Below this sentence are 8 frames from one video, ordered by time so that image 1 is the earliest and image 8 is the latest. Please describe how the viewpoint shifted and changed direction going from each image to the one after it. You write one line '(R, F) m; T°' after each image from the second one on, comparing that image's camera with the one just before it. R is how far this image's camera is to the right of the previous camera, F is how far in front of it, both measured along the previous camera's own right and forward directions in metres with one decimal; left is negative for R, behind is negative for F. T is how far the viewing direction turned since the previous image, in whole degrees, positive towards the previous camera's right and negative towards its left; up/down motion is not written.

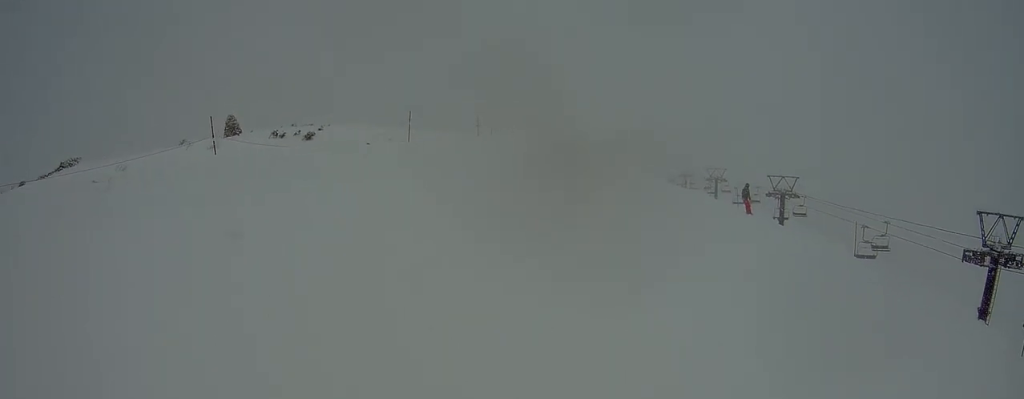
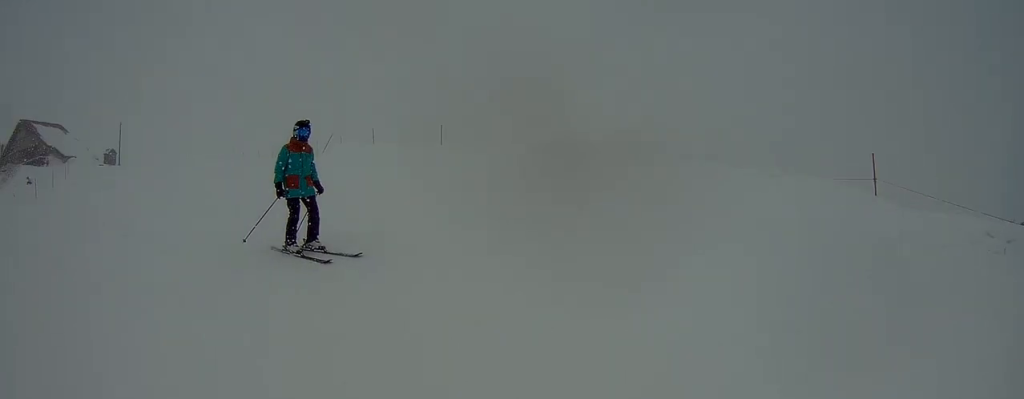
(0.0, +3.3) m; -12°
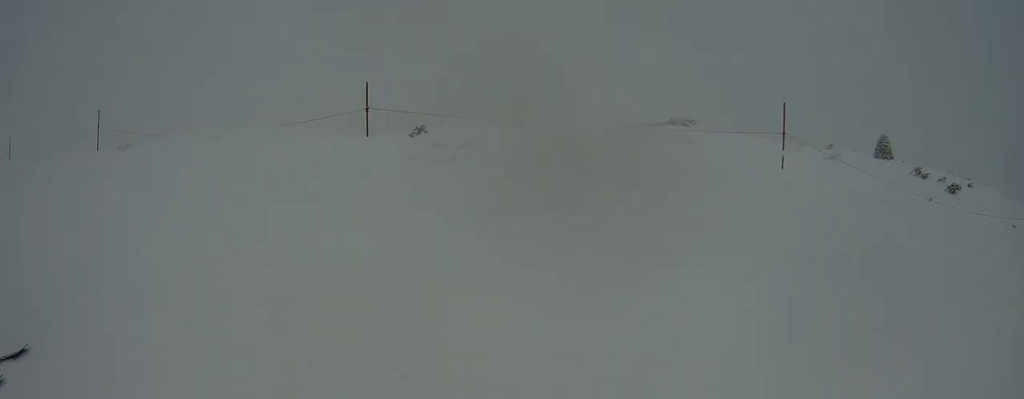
(+0.1, +2.3) m; -13°
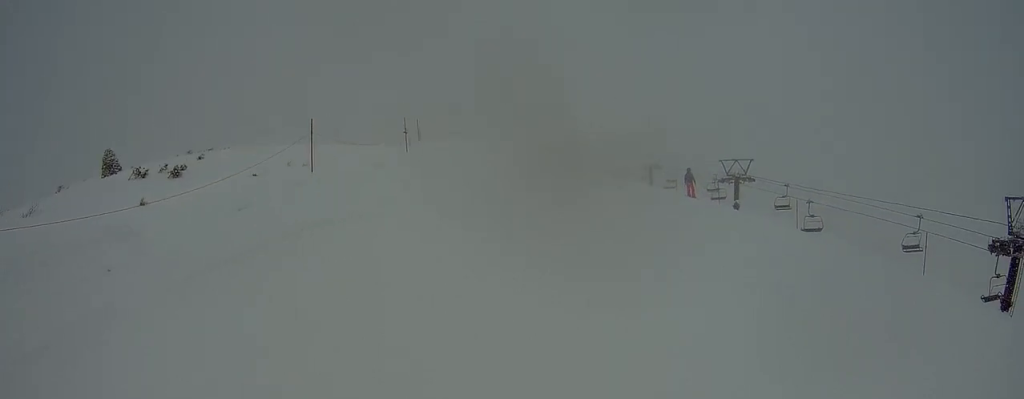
(-1.2, +3.1) m; +7°
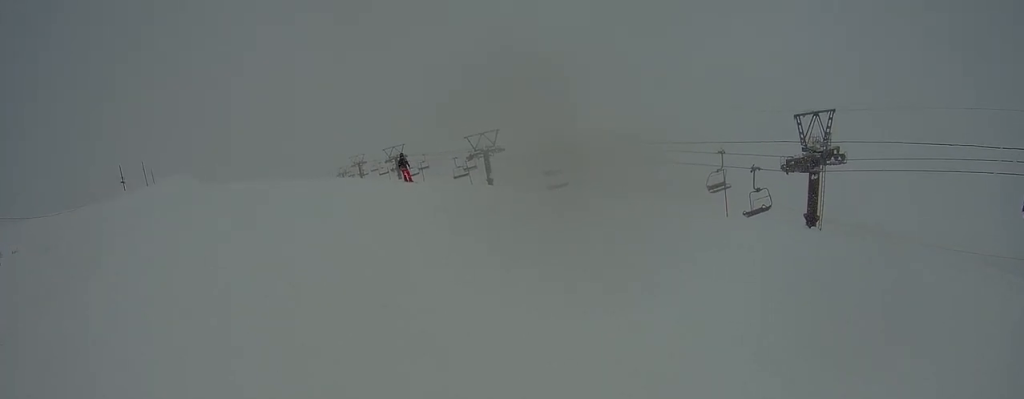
(+1.7, +2.8) m; +43°
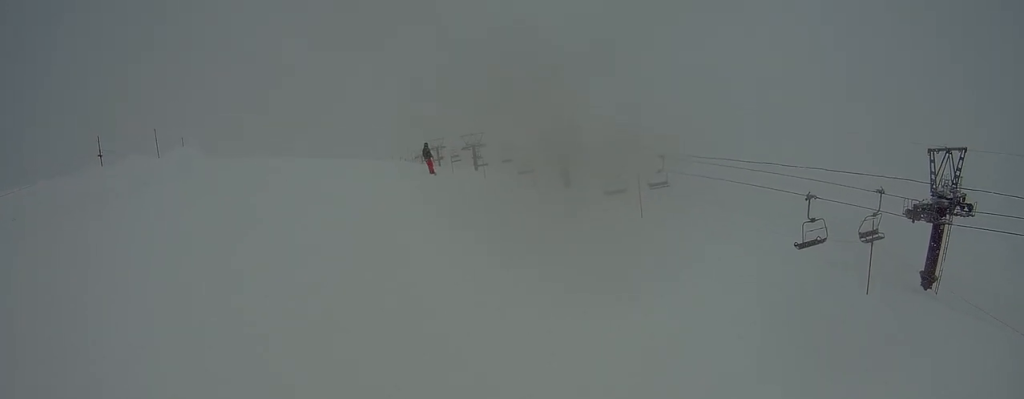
(0.0, +5.5) m; -6°
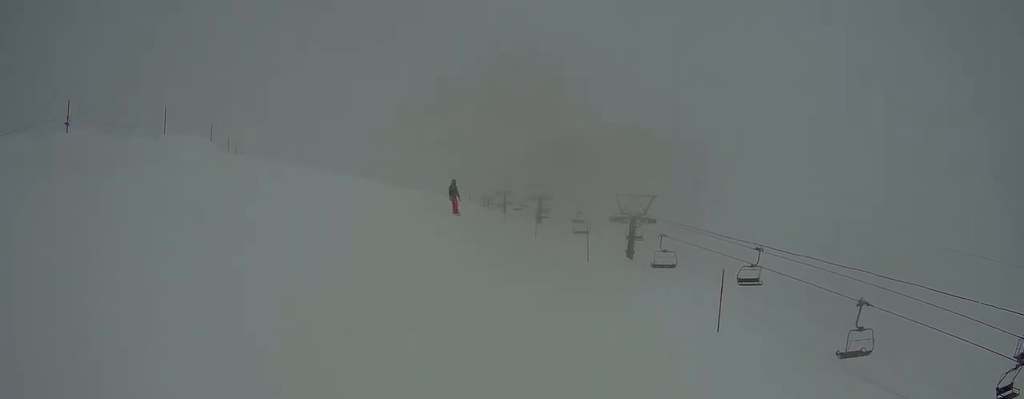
(+0.1, +4.9) m; -2°
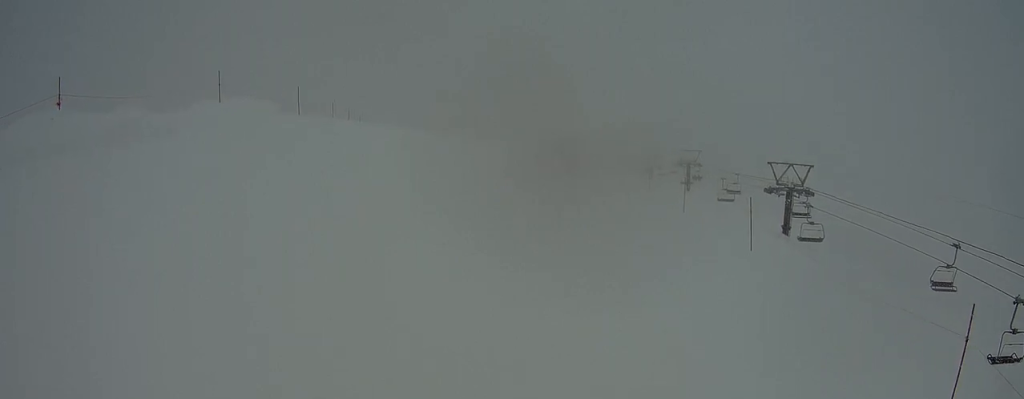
(-0.3, +4.7) m; -10°
